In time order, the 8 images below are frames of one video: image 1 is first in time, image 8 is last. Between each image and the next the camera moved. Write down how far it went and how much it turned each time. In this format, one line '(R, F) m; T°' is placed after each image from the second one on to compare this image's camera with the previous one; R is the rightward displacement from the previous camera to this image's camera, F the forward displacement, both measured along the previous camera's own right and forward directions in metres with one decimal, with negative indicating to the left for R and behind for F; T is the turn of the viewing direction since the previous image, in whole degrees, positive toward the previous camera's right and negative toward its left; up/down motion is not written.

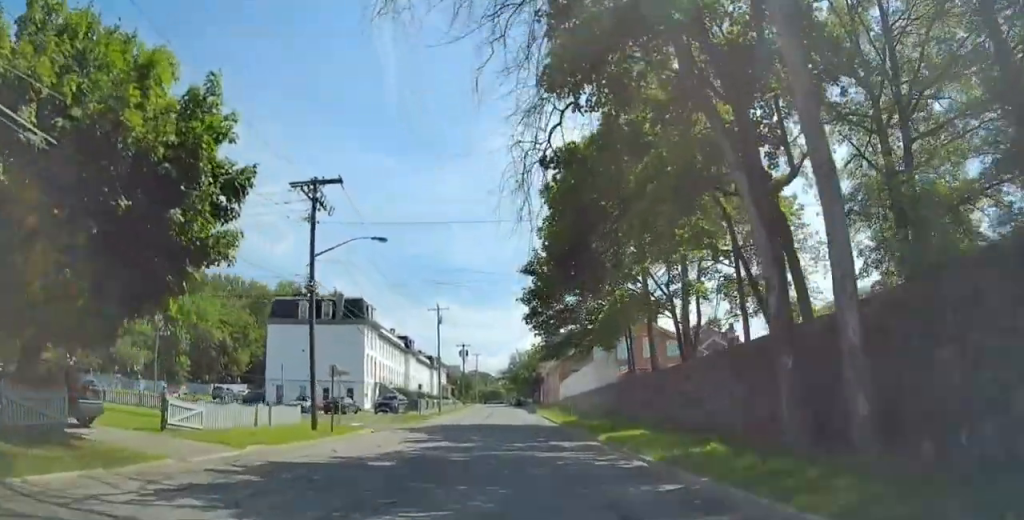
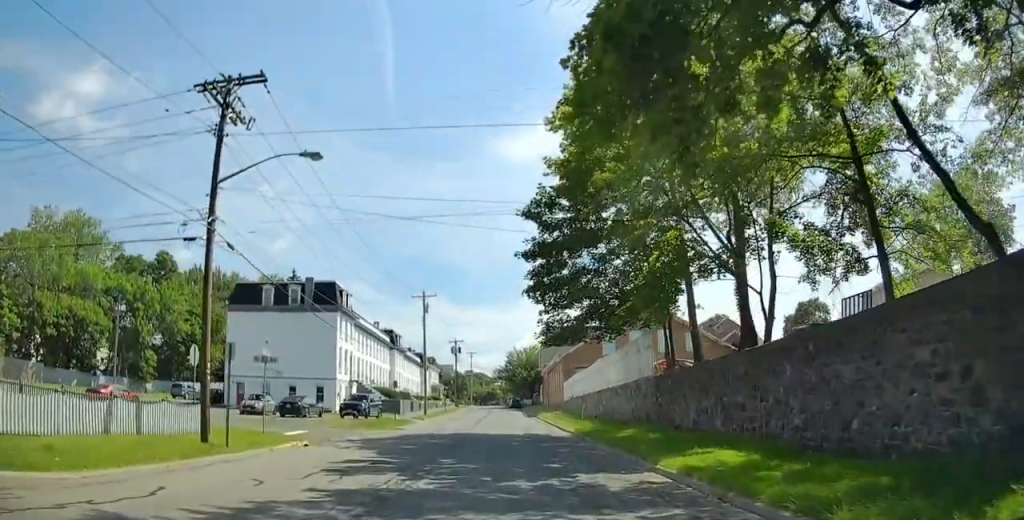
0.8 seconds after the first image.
(0.0, +9.4) m; +1°
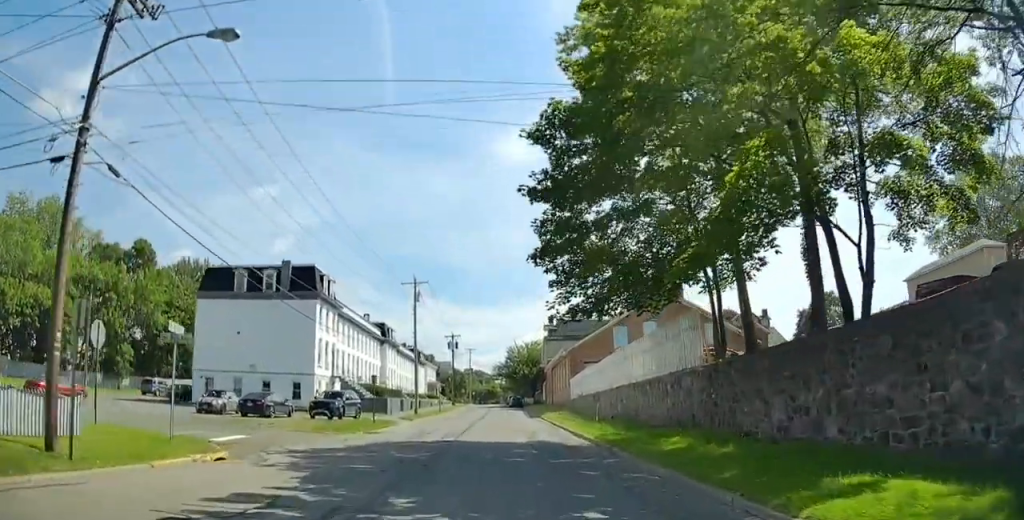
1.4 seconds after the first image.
(0.0, +6.2) m; +1°
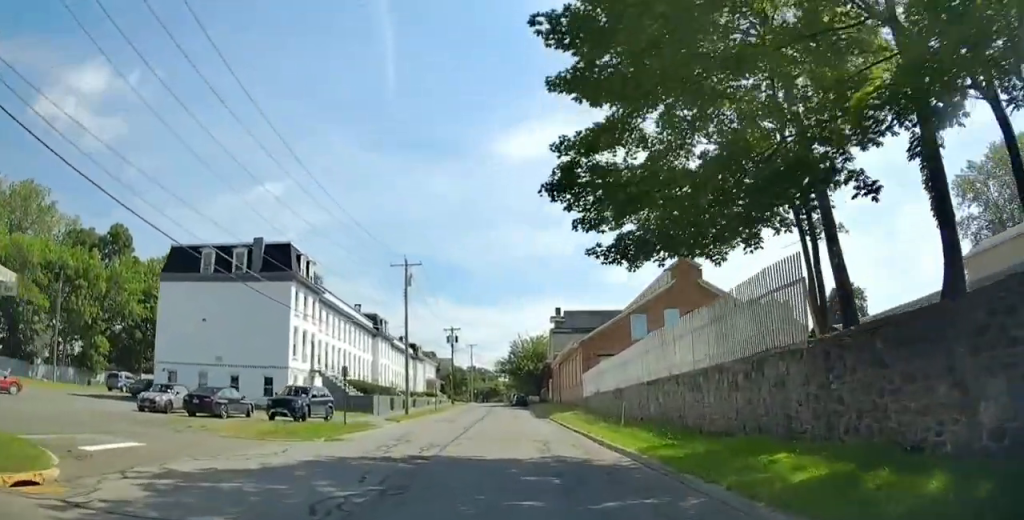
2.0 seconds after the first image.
(+0.1, +6.8) m; 0°
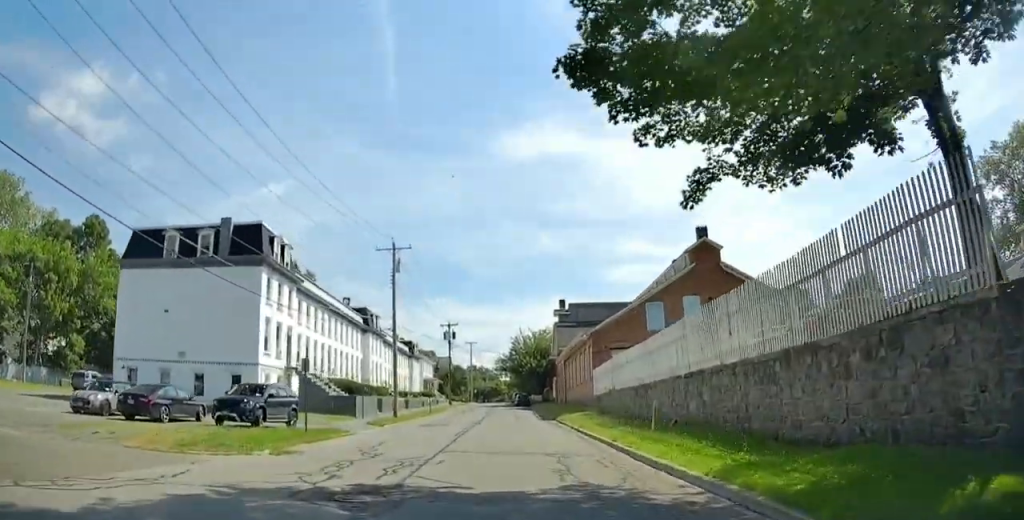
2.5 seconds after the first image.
(0.0, +5.3) m; 0°
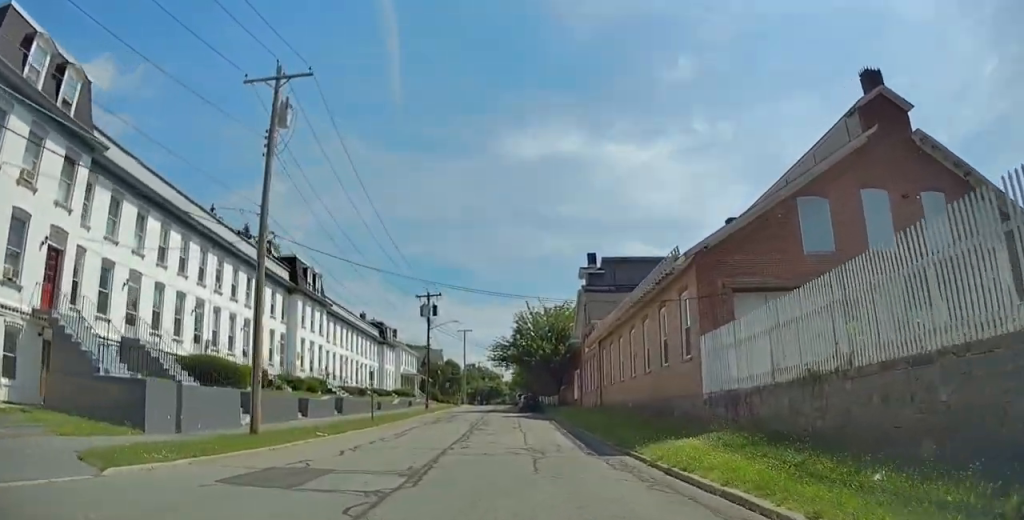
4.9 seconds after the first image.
(+0.3, +24.8) m; 0°
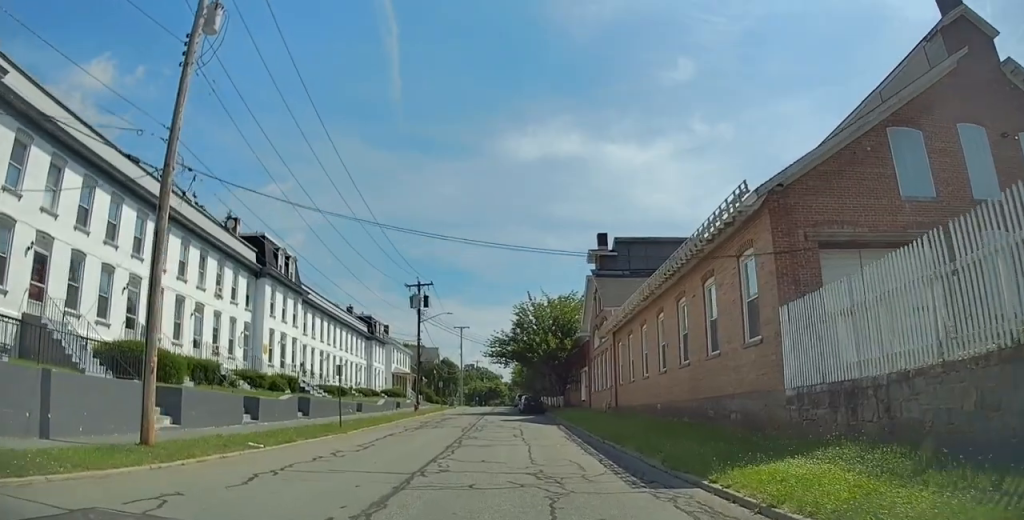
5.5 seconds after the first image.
(-0.1, +6.0) m; -1°
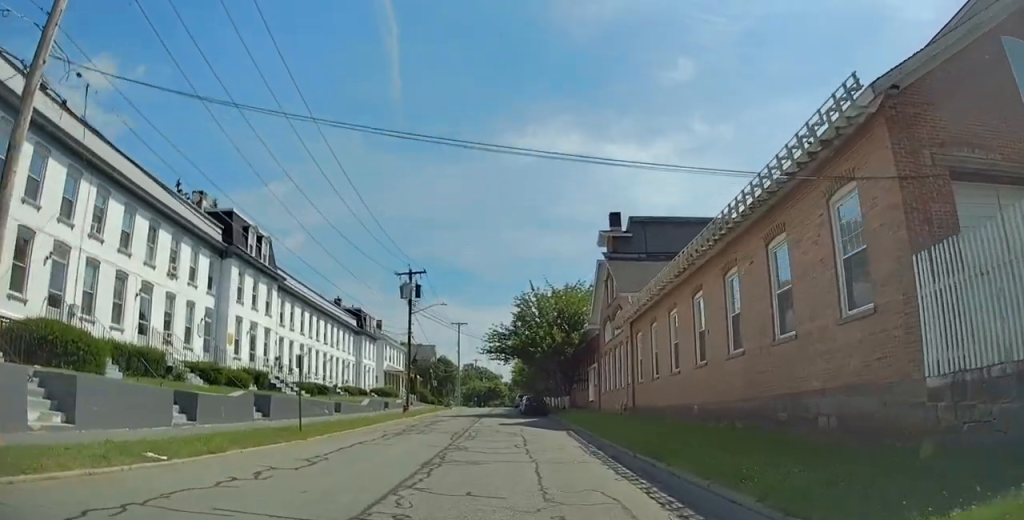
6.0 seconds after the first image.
(0.0, +5.4) m; -1°
